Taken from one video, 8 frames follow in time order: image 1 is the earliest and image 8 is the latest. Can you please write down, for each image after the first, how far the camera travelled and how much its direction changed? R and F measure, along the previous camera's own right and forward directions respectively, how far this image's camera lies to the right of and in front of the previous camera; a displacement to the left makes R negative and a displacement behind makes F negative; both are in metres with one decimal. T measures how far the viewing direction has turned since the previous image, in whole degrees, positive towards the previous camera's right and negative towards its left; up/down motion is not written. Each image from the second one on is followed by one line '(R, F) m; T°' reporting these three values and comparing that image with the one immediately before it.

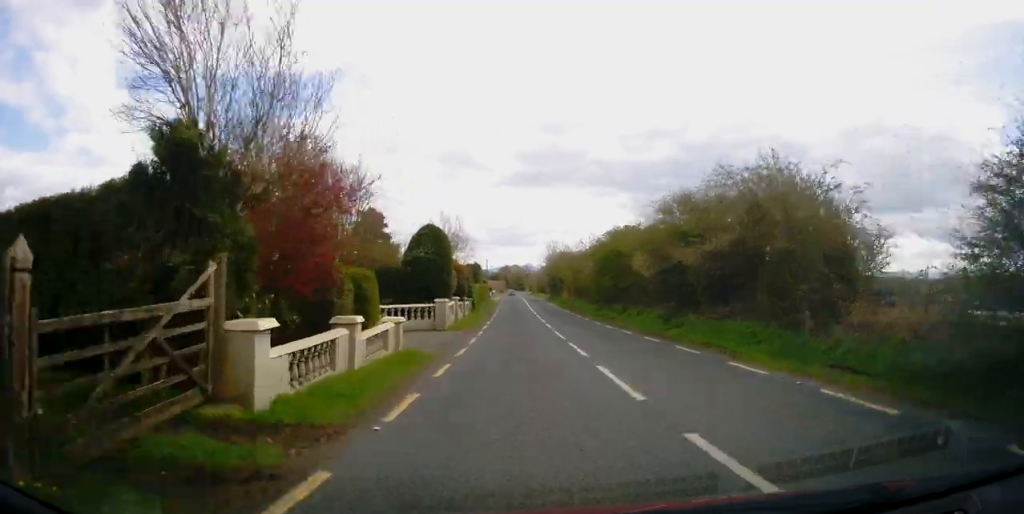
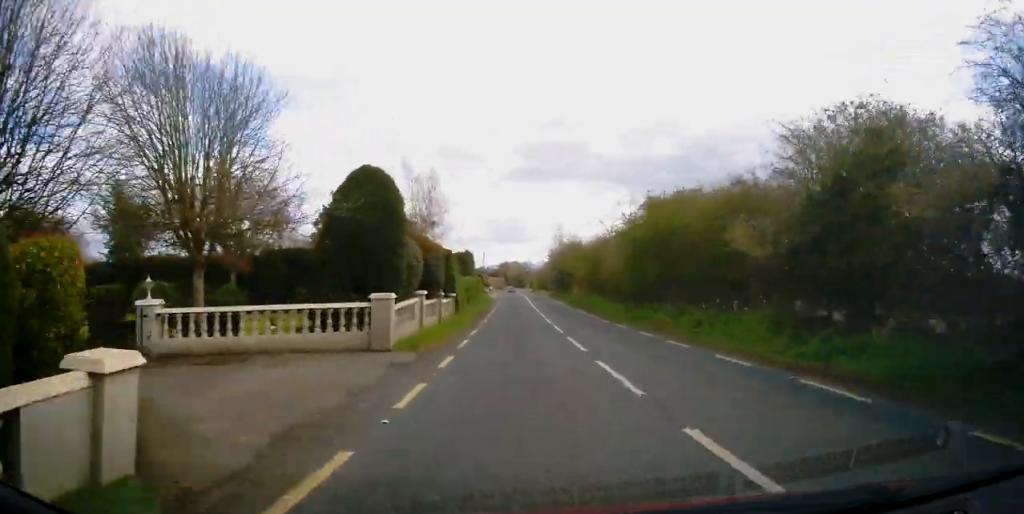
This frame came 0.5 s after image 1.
(-0.1, +11.6) m; 0°
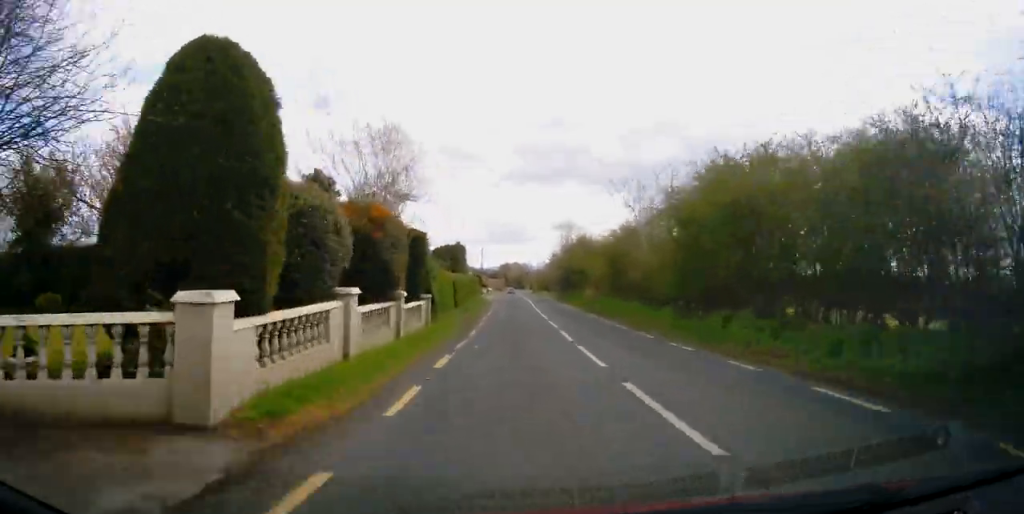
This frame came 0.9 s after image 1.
(+0.1, +8.7) m; 0°
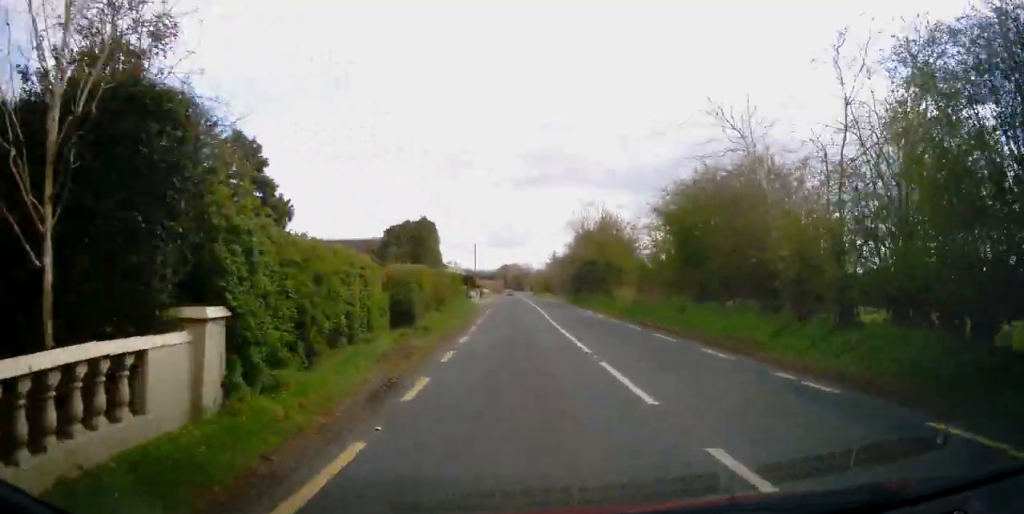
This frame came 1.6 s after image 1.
(+0.1, +15.2) m; 0°
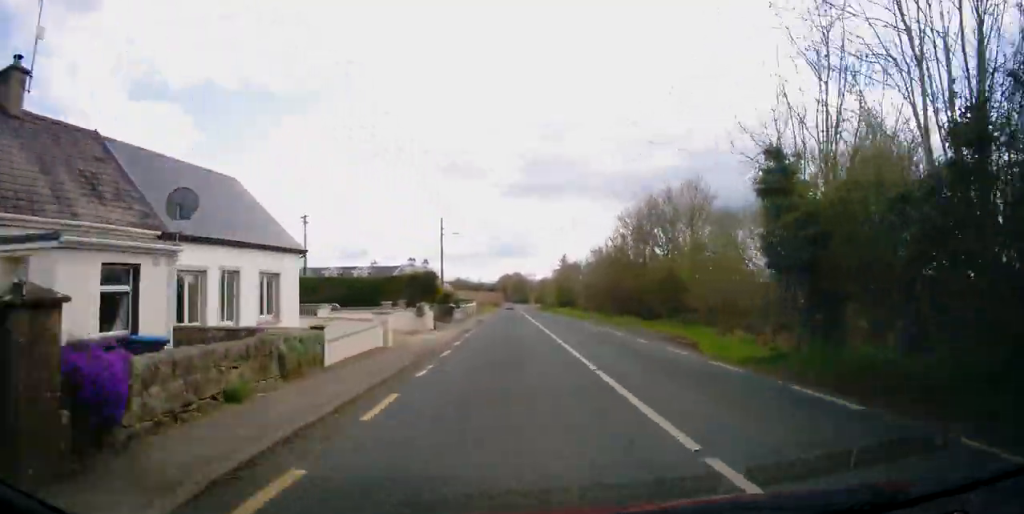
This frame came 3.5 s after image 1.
(0.0, +41.0) m; 0°
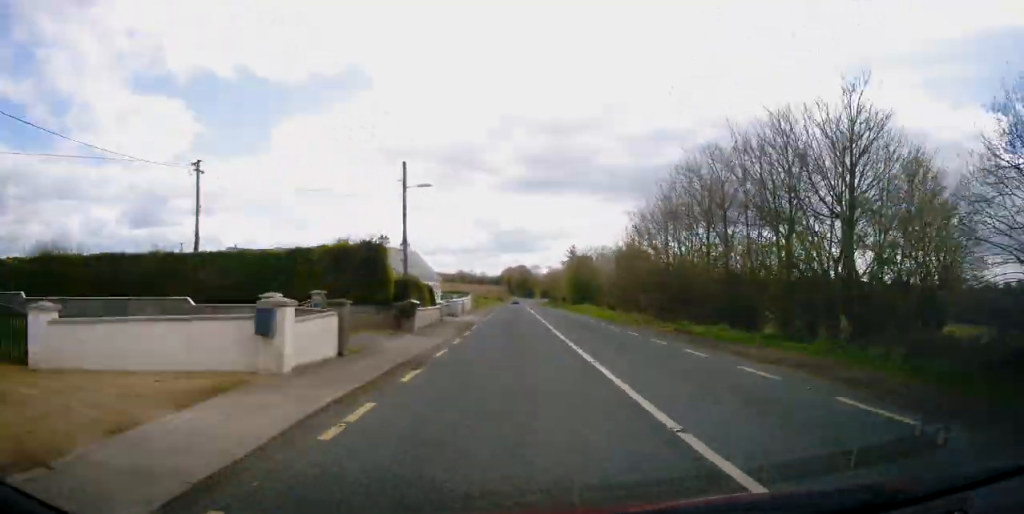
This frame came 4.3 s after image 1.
(0.0, +17.3) m; -1°
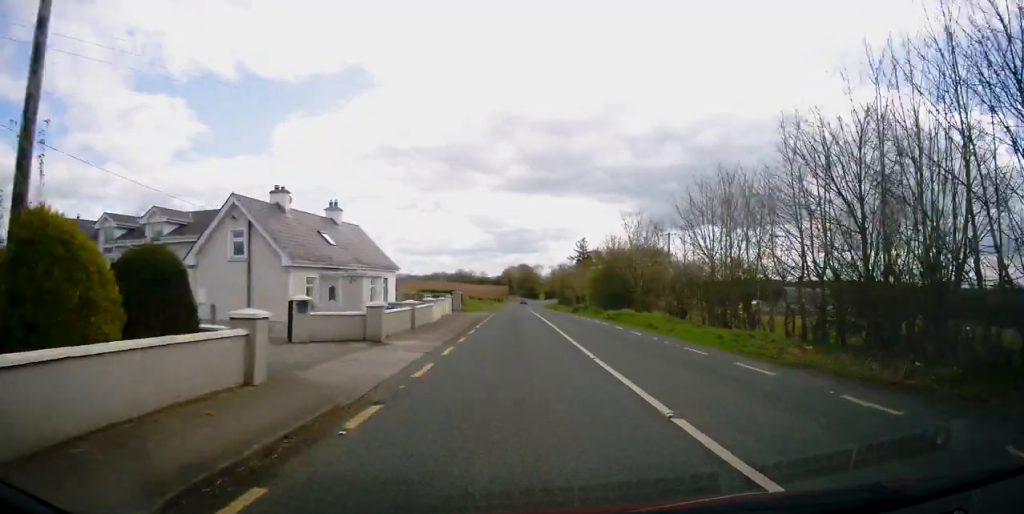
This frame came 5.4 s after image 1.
(-0.3, +23.7) m; 0°
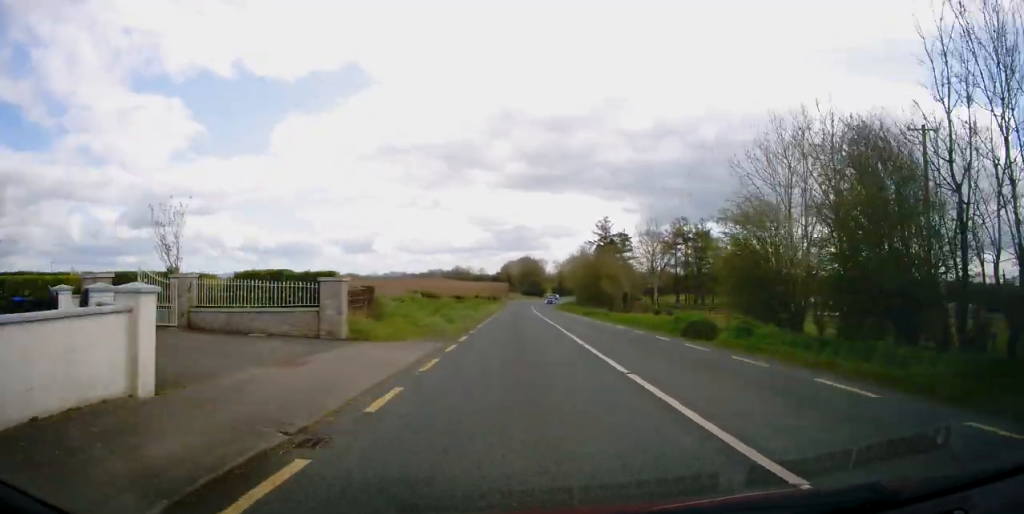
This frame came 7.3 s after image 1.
(0.0, +39.6) m; 0°
